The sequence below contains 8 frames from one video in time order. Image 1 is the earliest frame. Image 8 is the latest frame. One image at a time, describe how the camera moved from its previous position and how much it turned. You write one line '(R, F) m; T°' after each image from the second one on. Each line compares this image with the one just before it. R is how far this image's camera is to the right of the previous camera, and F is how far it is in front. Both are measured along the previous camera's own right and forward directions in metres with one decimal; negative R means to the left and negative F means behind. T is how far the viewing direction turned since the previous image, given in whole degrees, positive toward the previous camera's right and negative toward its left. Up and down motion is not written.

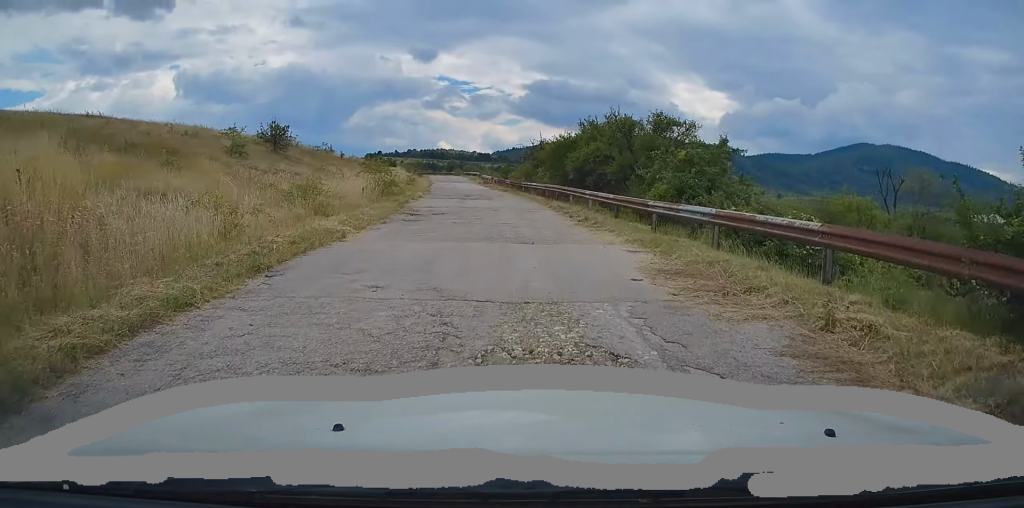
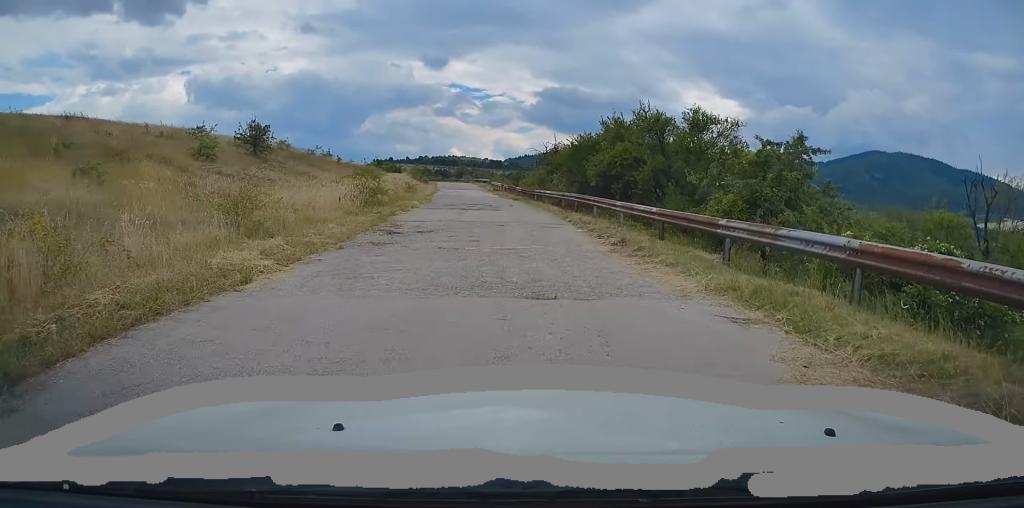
(-0.4, +4.8) m; -2°
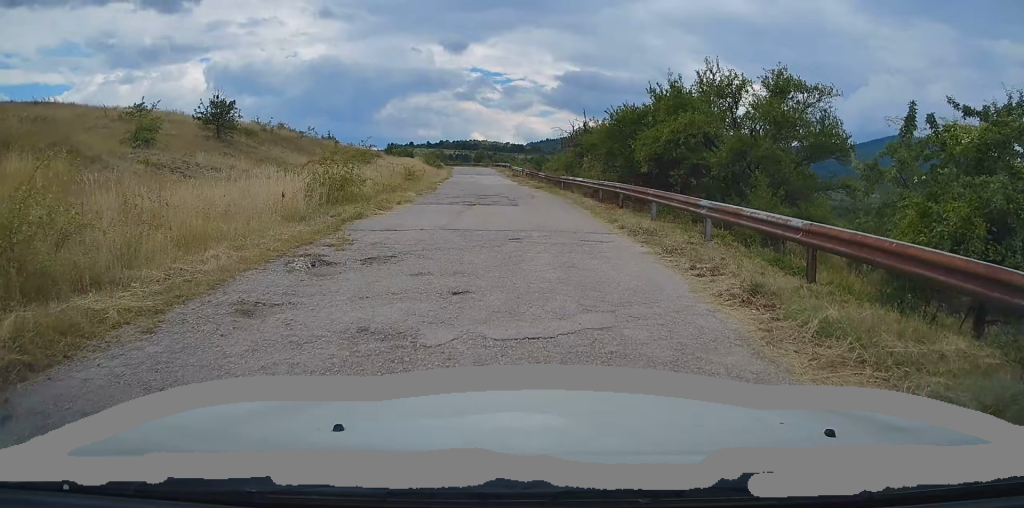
(-0.1, +6.6) m; 0°
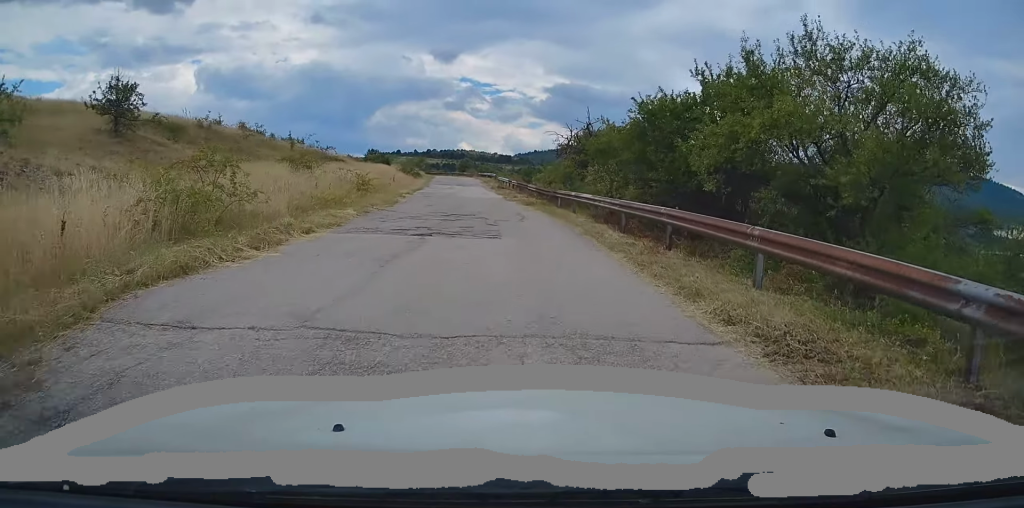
(+0.2, +7.3) m; +2°
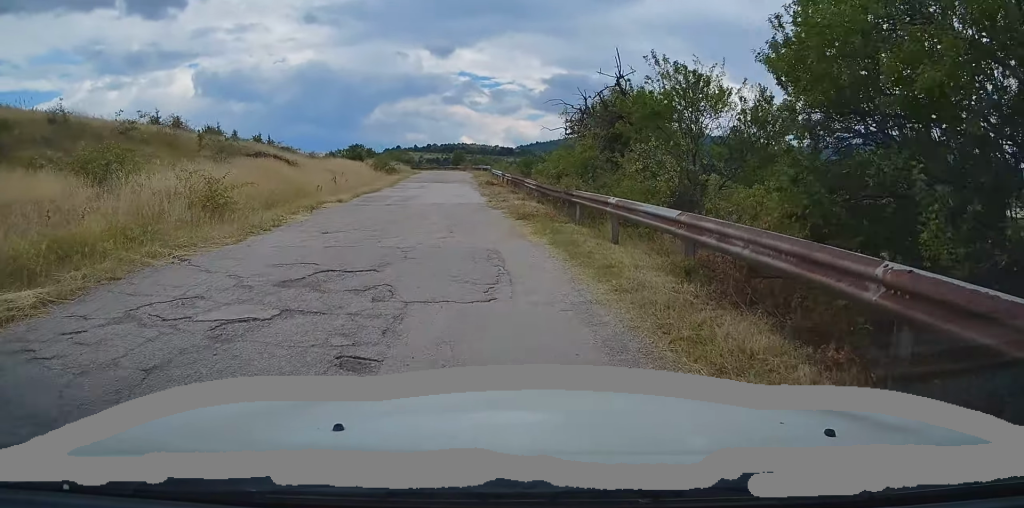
(0.0, +11.9) m; -2°
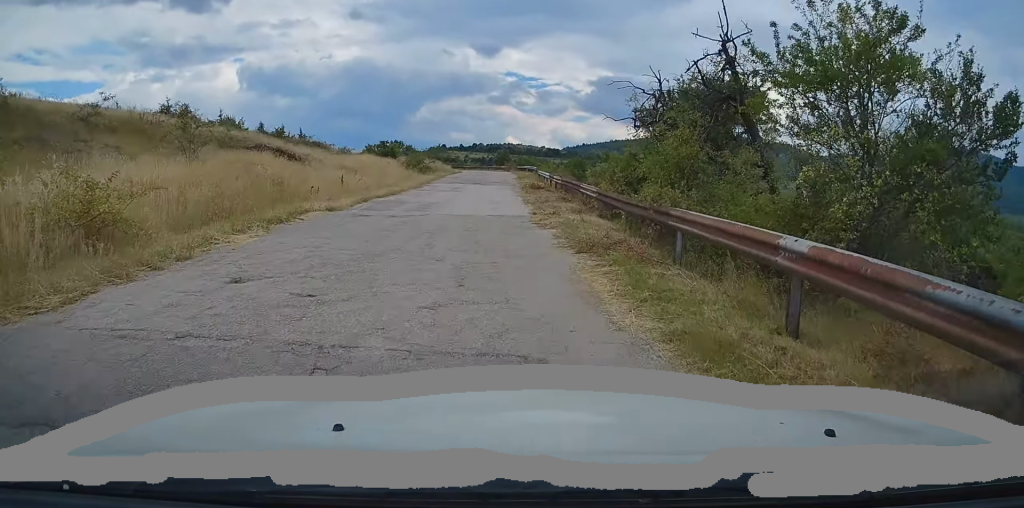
(0.0, +5.6) m; -3°
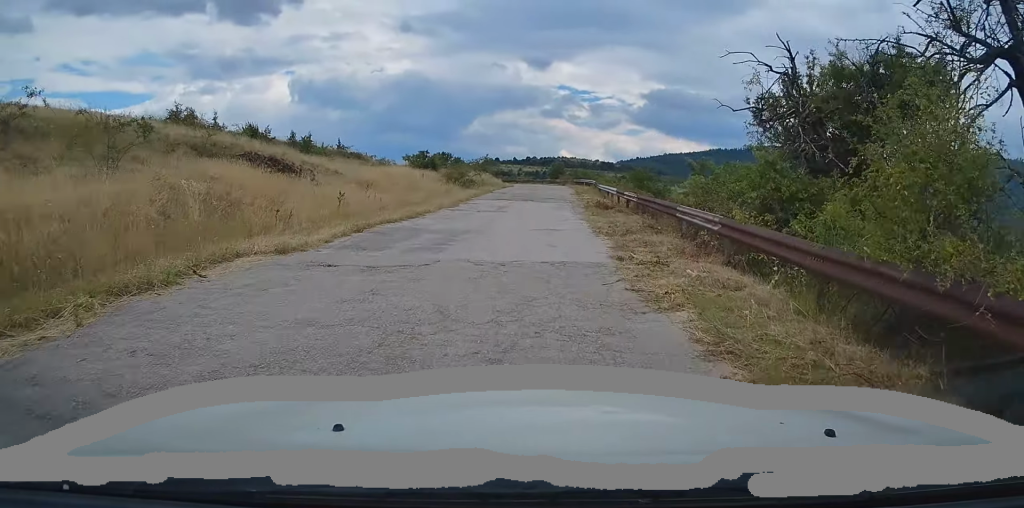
(-0.3, +6.5) m; -4°
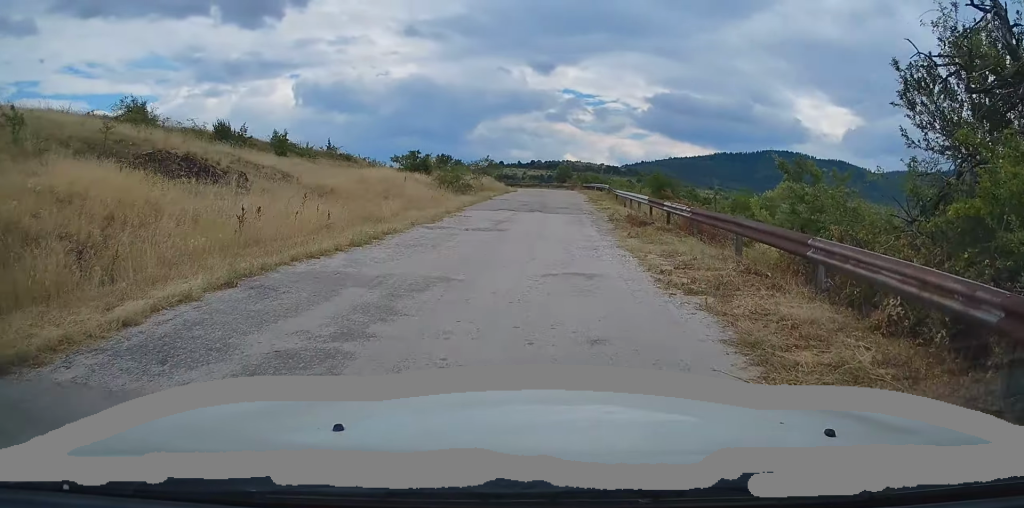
(-0.2, +6.3) m; 0°
